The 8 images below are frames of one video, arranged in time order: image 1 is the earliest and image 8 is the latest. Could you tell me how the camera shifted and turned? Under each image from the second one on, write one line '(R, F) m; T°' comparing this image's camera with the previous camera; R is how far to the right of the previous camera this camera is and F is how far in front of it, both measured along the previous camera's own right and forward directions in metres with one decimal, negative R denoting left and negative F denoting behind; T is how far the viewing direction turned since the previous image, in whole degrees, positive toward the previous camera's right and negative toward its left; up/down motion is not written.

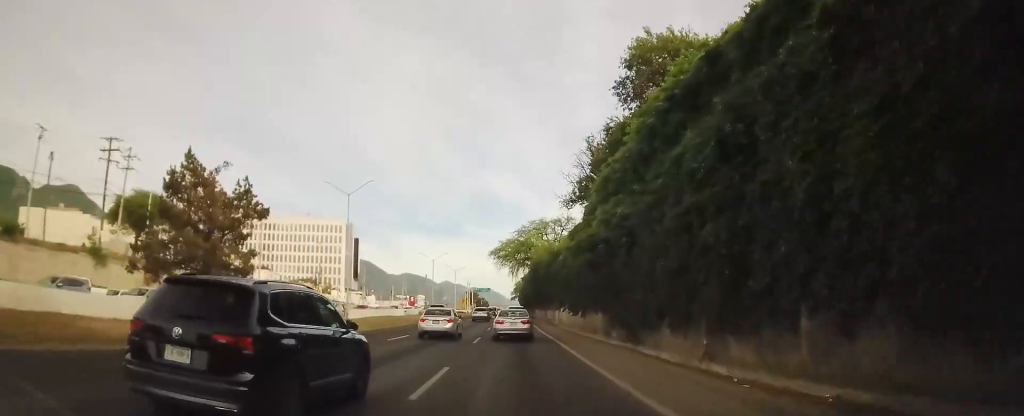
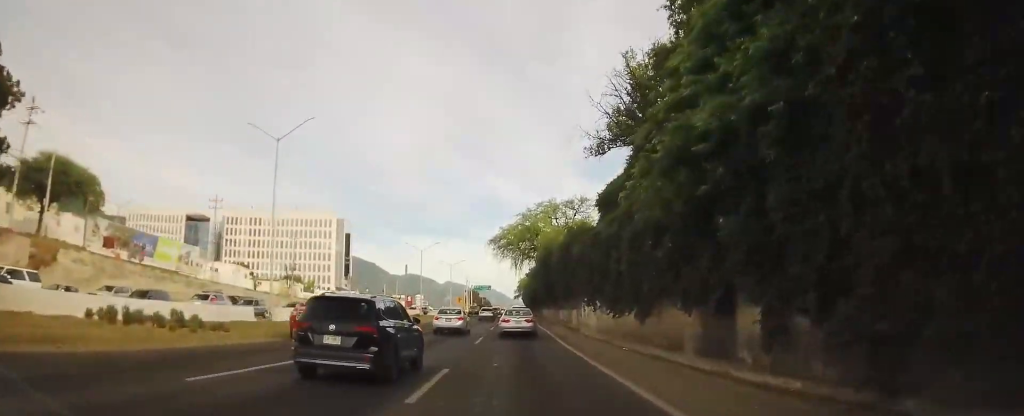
(-0.3, +15.7) m; -2°
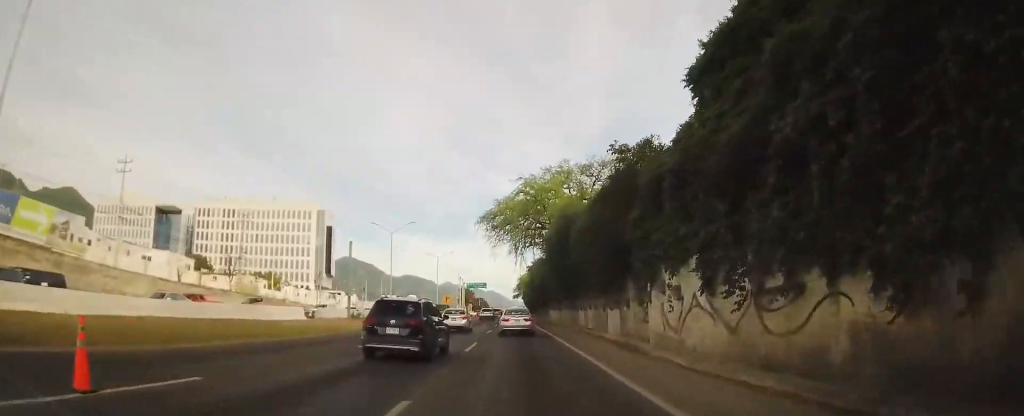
(-0.2, +20.2) m; 0°
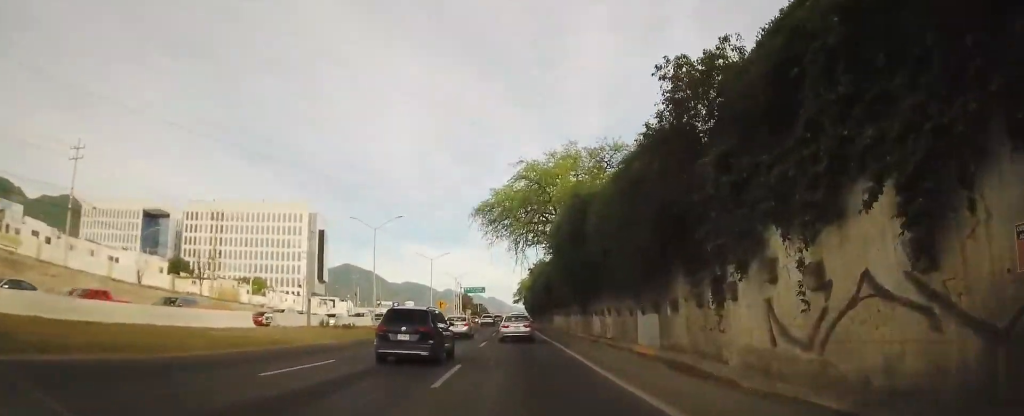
(+0.2, +7.7) m; 0°
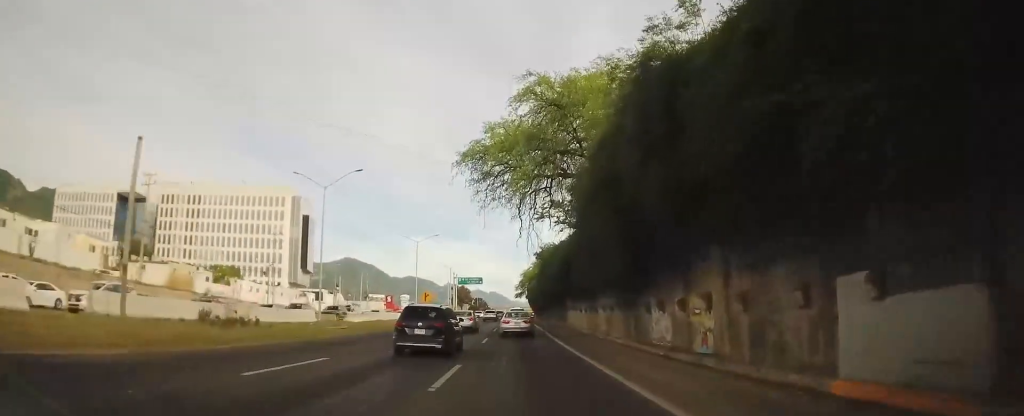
(0.0, +15.7) m; +2°
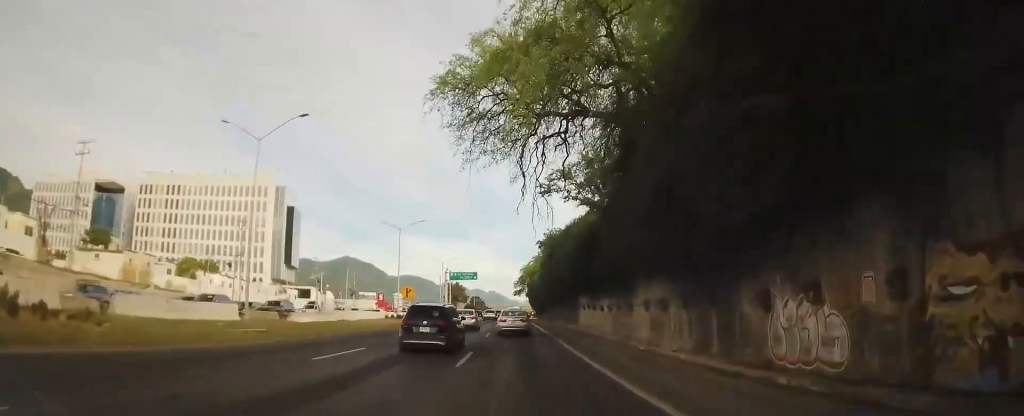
(+0.2, +10.8) m; +1°
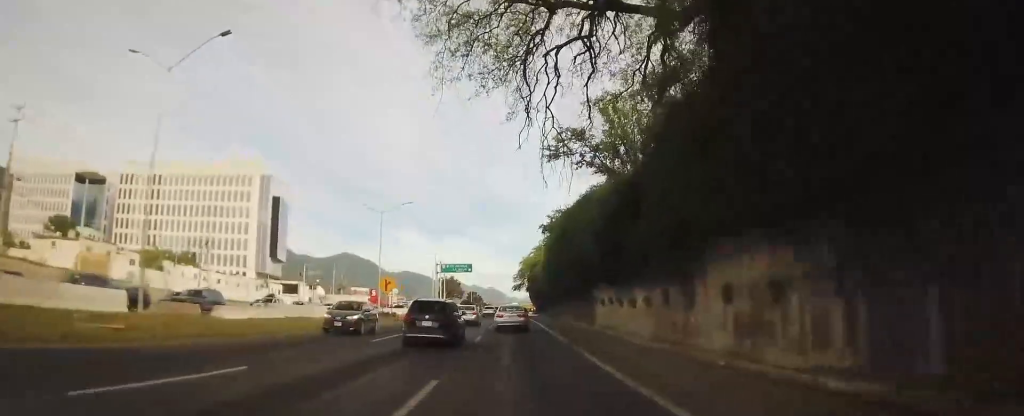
(+0.3, +8.6) m; +1°
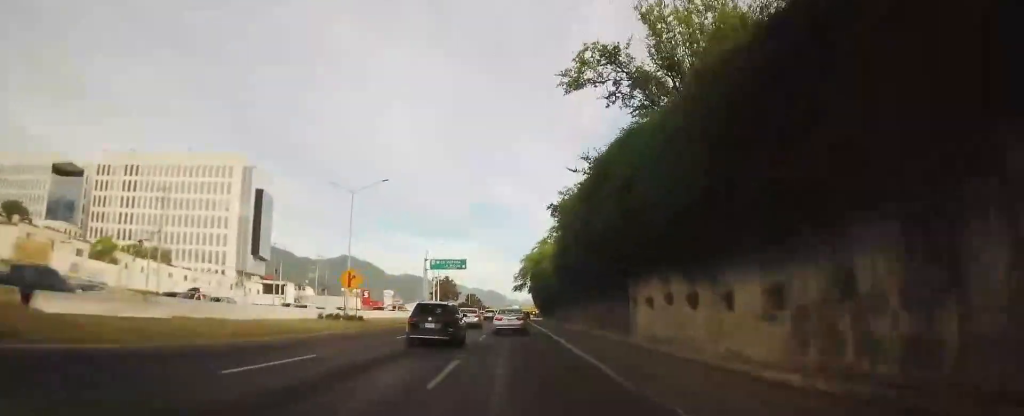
(-0.3, +10.8) m; 0°
